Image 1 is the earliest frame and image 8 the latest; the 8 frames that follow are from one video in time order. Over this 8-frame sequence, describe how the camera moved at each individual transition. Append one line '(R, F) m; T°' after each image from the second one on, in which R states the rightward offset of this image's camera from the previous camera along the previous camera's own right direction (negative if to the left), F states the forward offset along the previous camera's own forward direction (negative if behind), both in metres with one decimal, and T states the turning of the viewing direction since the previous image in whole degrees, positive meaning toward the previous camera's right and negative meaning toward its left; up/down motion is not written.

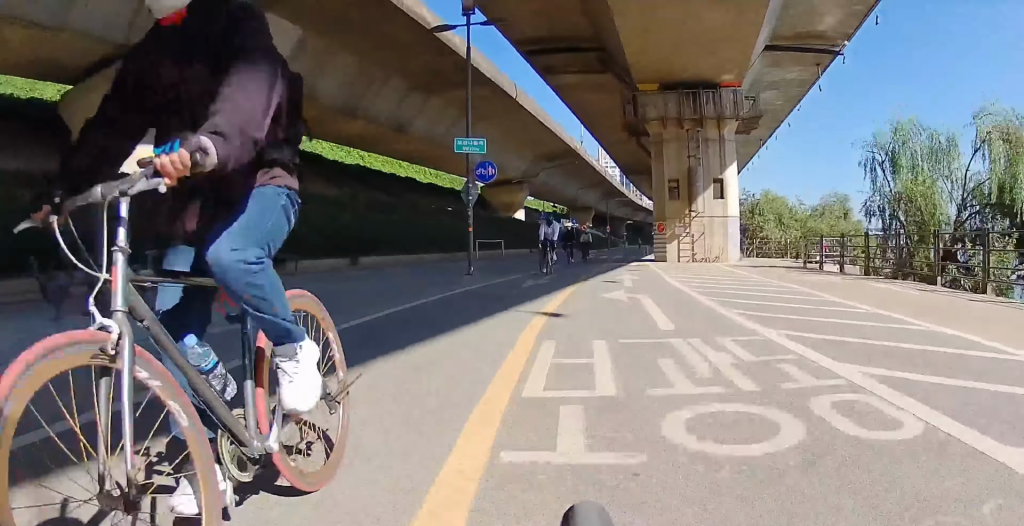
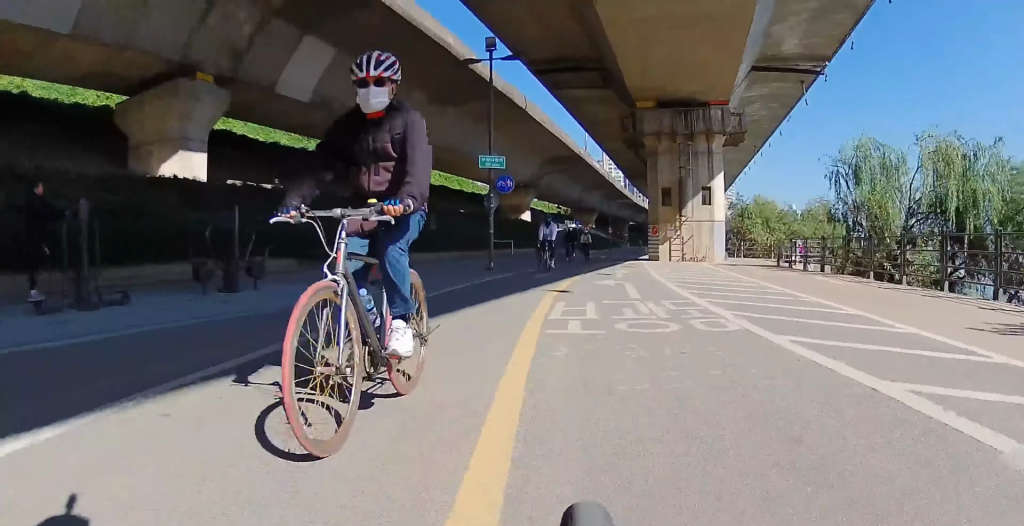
(0.0, +3.4) m; 0°
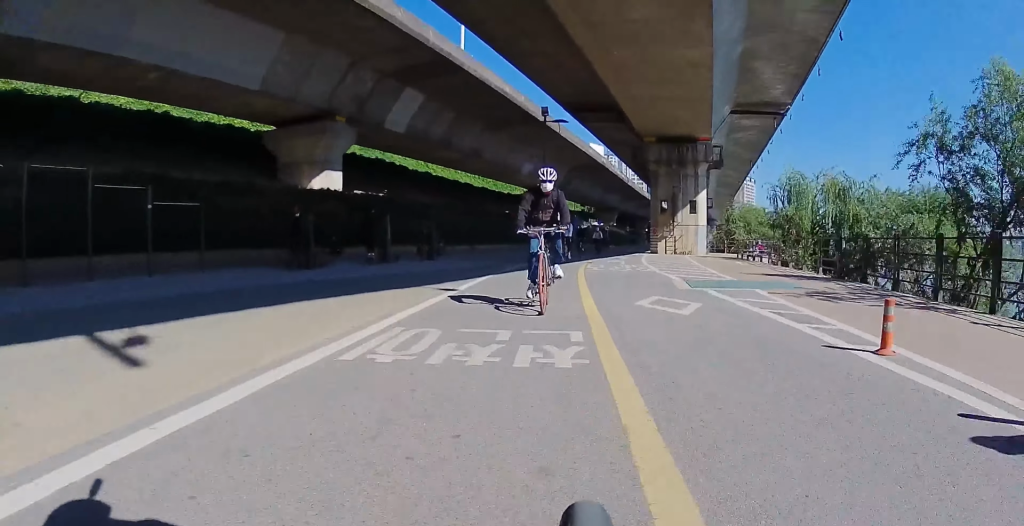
(-0.3, +11.7) m; -2°
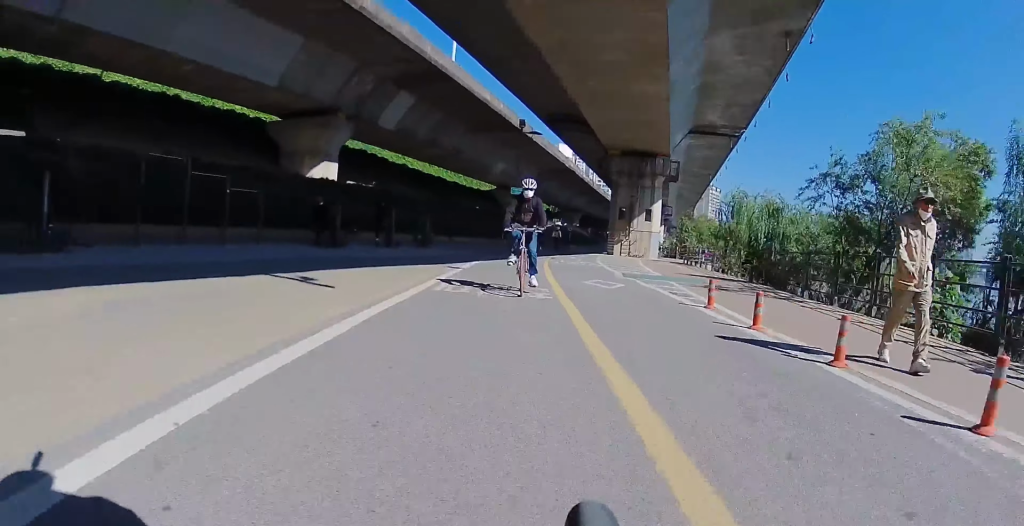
(-0.1, +4.5) m; 0°
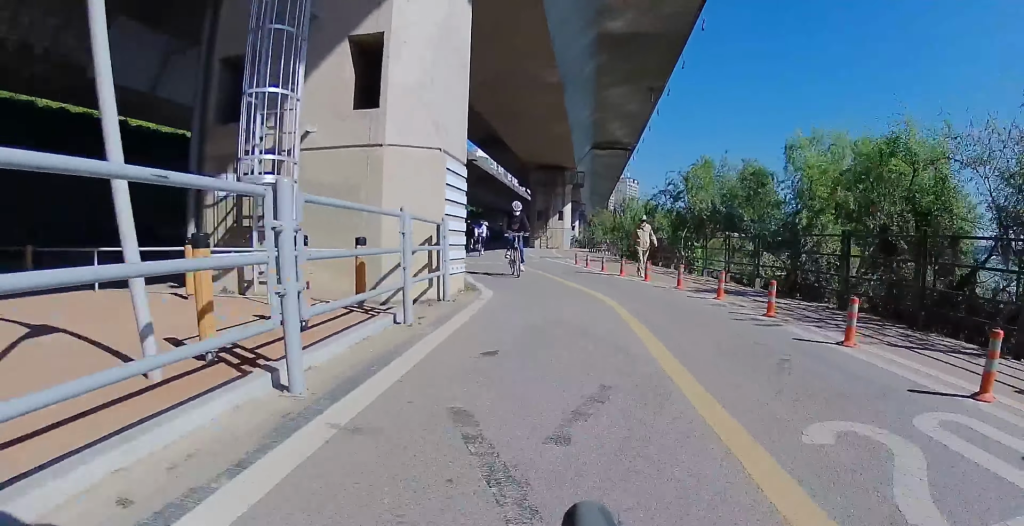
(+0.3, +12.2) m; +1°
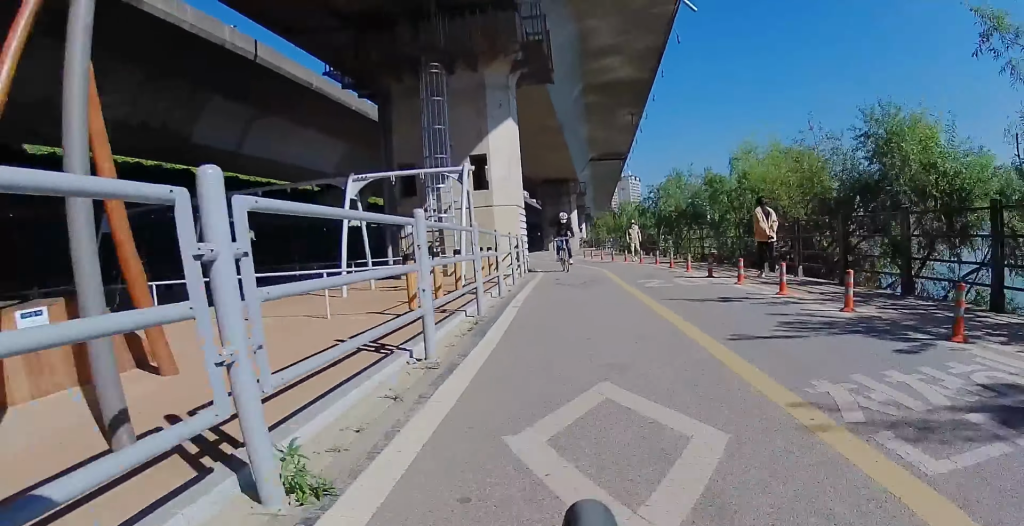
(+0.1, +9.0) m; 0°
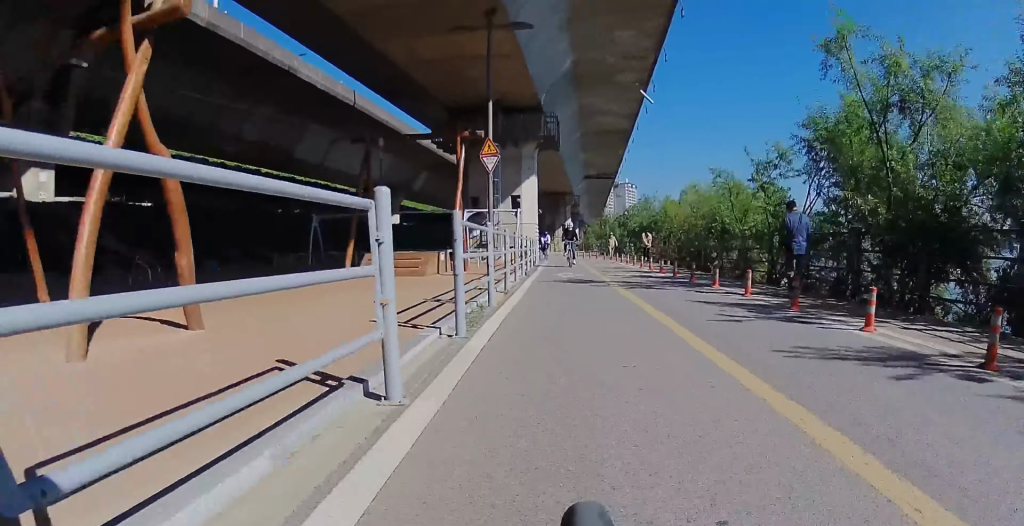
(-0.3, +13.4) m; -3°
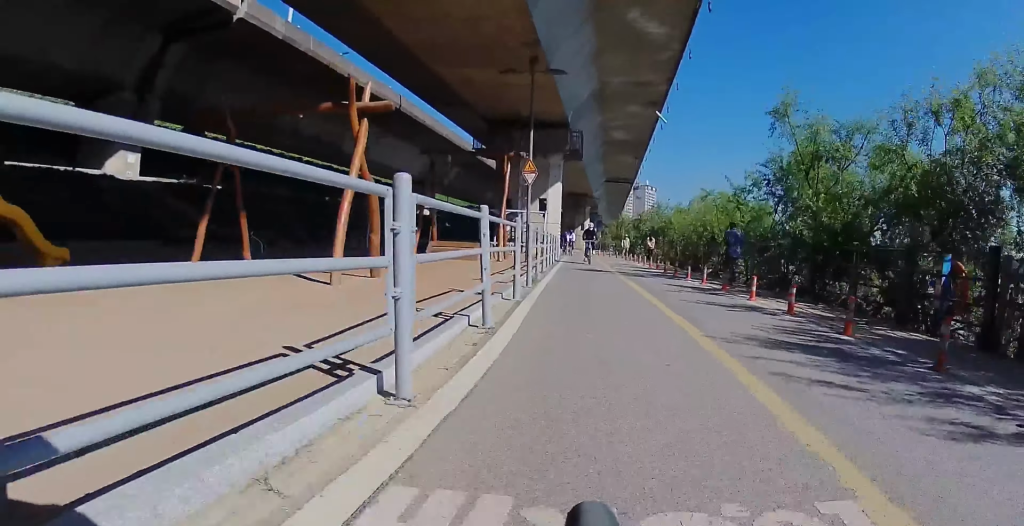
(-0.1, +4.8) m; 0°
